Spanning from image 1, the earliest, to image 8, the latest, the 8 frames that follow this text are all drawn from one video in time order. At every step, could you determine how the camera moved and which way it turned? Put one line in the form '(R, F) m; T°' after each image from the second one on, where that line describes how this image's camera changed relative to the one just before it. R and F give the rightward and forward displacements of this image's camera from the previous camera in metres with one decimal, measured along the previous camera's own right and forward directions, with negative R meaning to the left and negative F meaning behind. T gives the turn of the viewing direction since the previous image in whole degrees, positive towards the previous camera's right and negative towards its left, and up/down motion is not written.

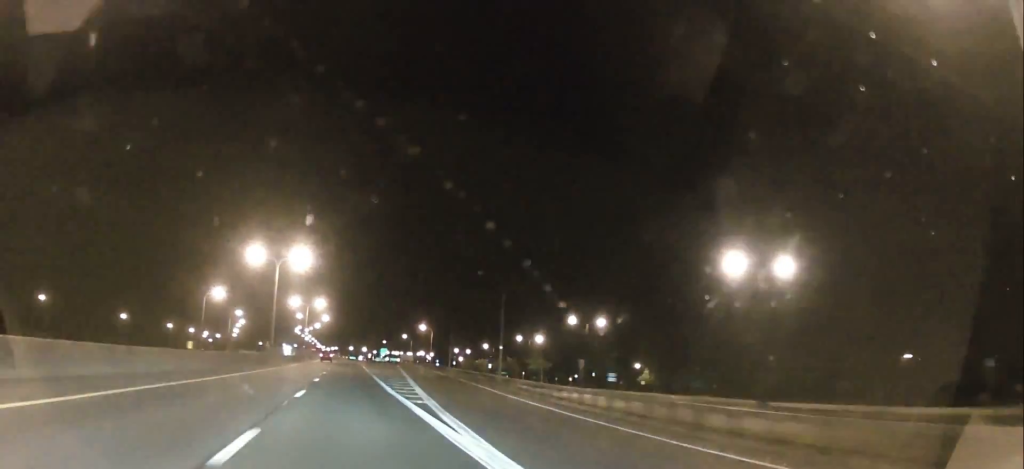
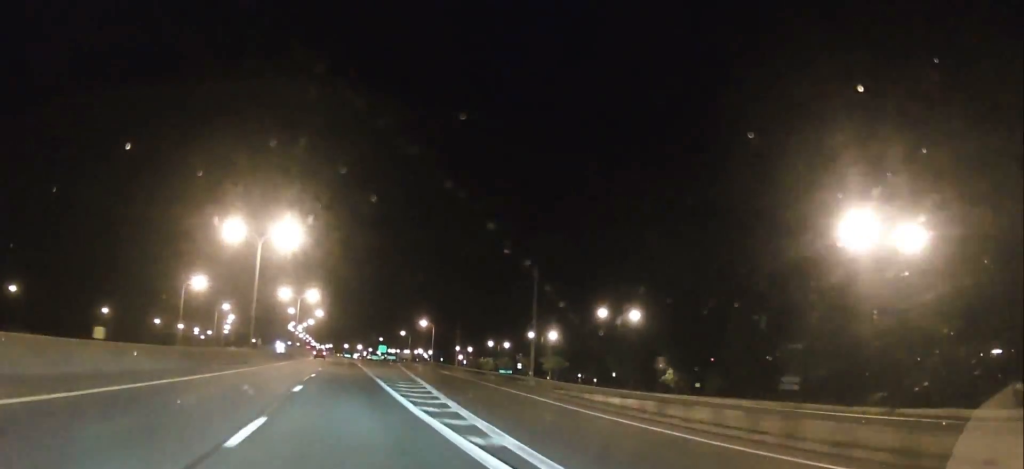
(0.0, +10.9) m; 0°
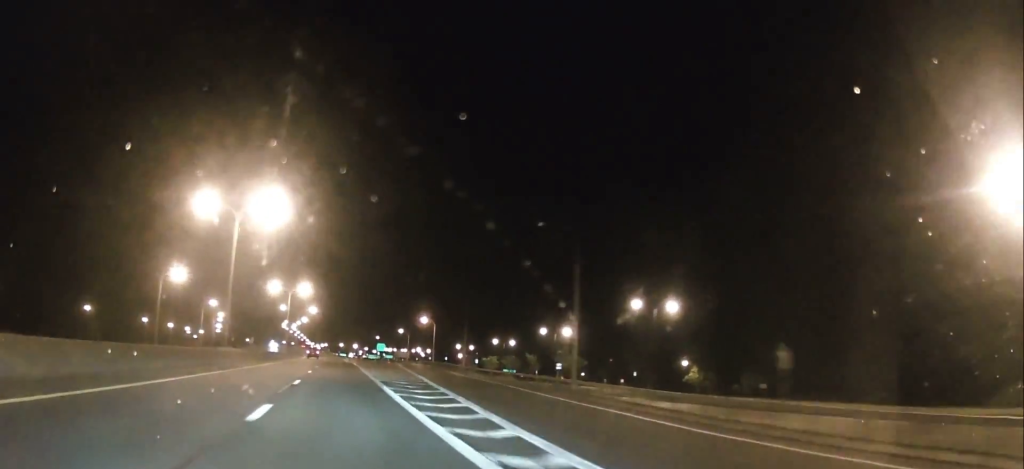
(0.0, +9.3) m; 0°
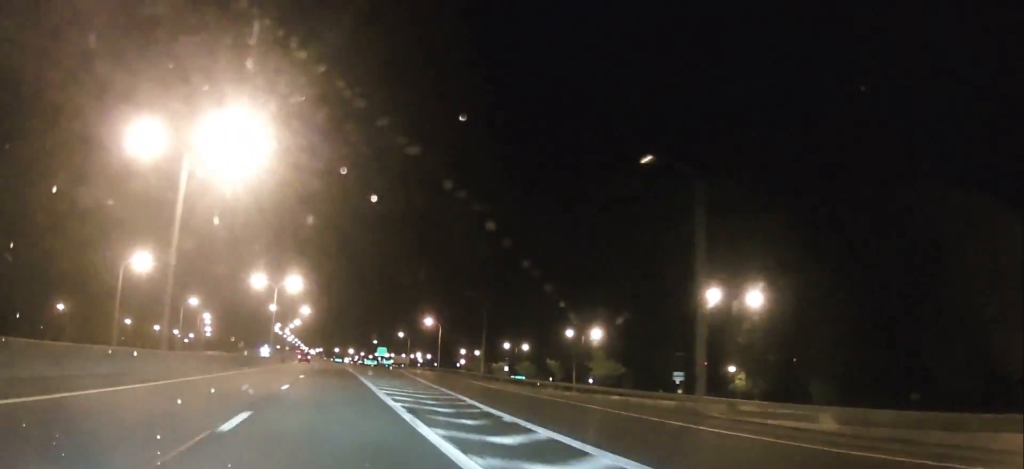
(+0.1, +13.9) m; 0°
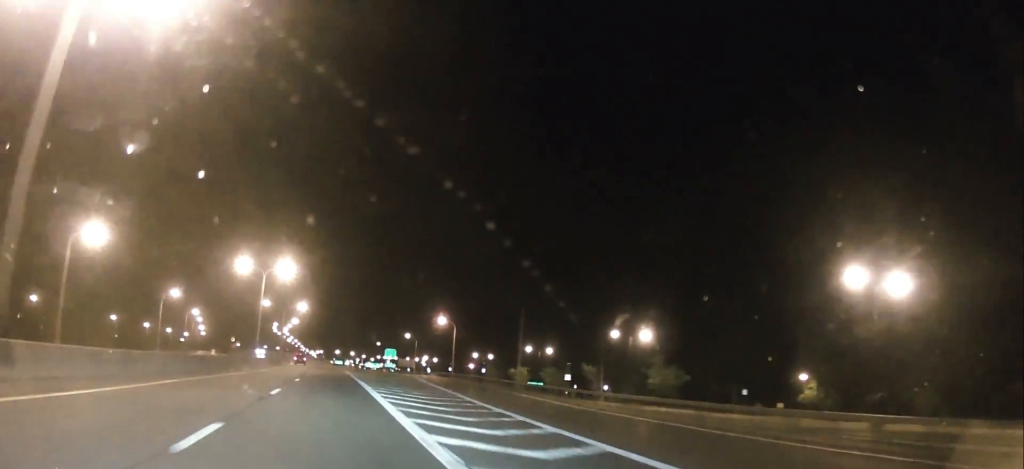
(+0.1, +14.6) m; 0°
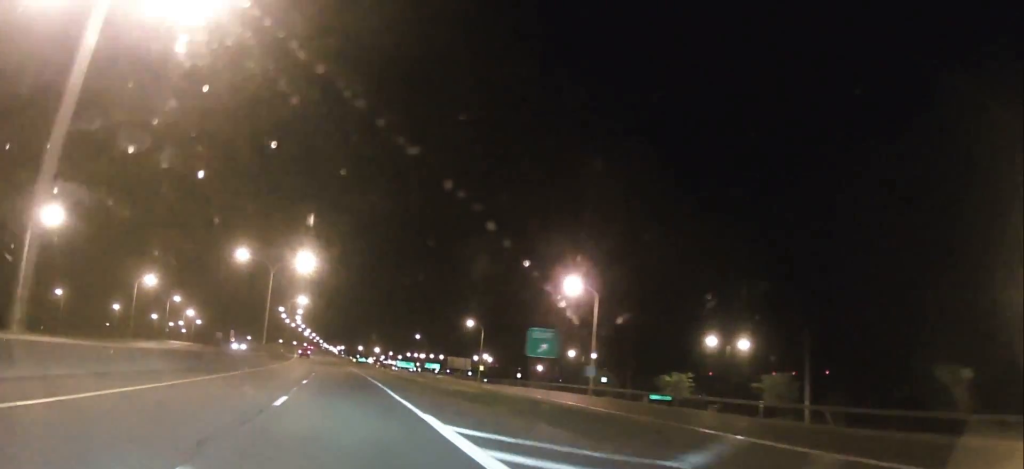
(-0.4, +53.2) m; -1°
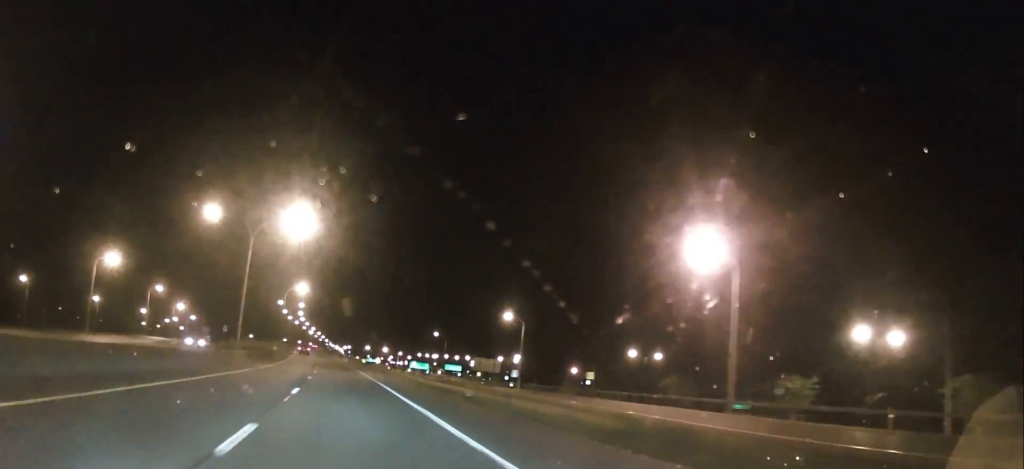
(0.0, +20.3) m; -1°
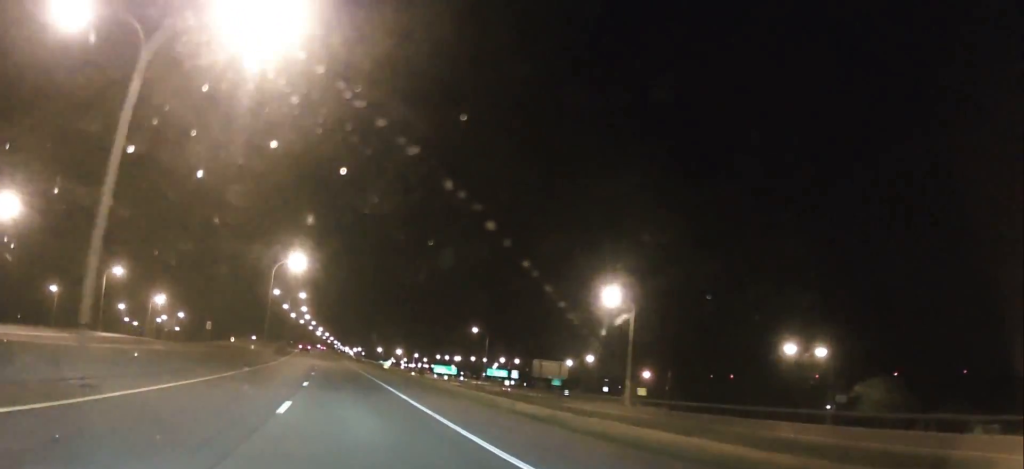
(-0.6, +30.8) m; -2°
